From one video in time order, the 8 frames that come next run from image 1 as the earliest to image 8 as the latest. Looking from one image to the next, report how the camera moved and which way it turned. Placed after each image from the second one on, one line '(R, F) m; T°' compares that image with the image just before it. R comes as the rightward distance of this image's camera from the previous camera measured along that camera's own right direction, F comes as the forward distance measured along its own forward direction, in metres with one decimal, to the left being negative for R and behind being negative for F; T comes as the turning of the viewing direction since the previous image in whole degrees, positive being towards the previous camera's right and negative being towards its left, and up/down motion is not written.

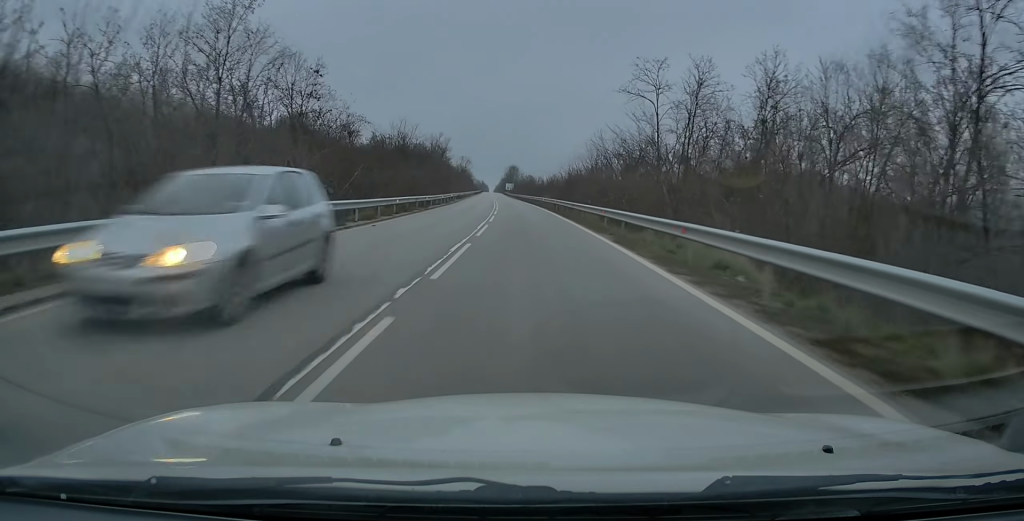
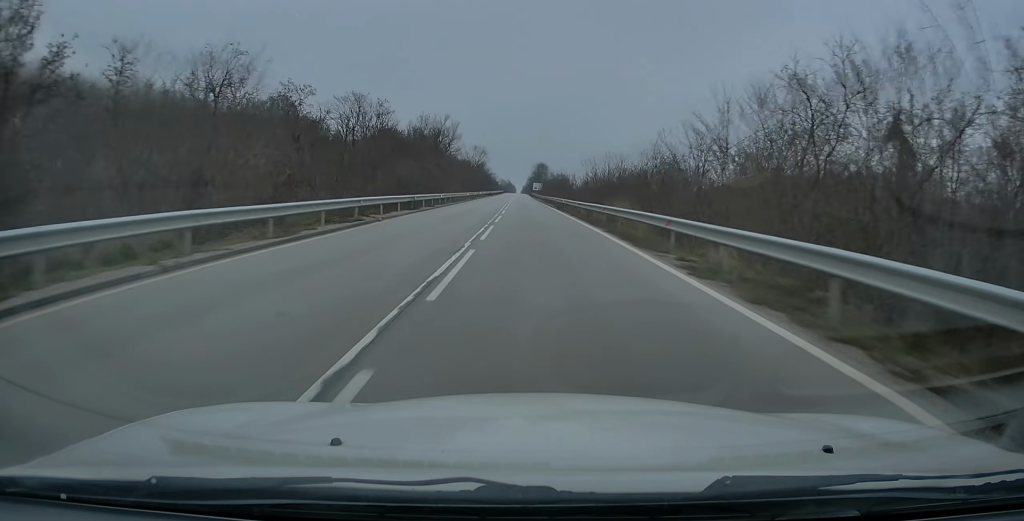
(-0.4, +45.5) m; -1°
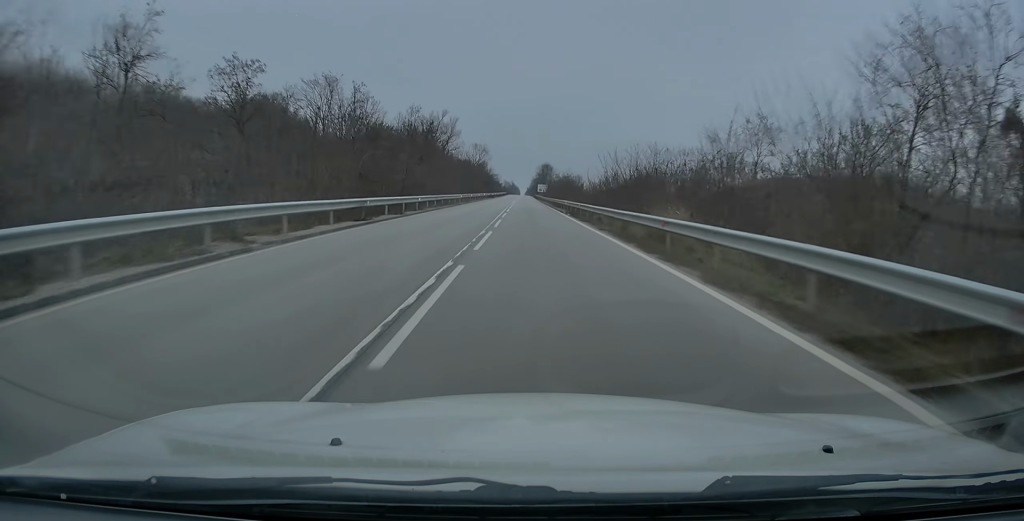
(-0.1, +11.4) m; -1°
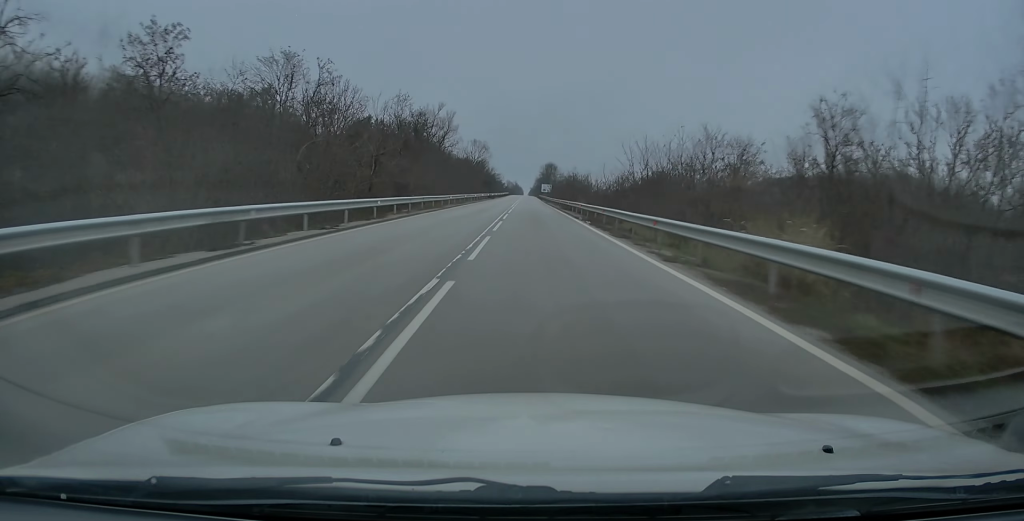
(-0.2, +10.6) m; 0°
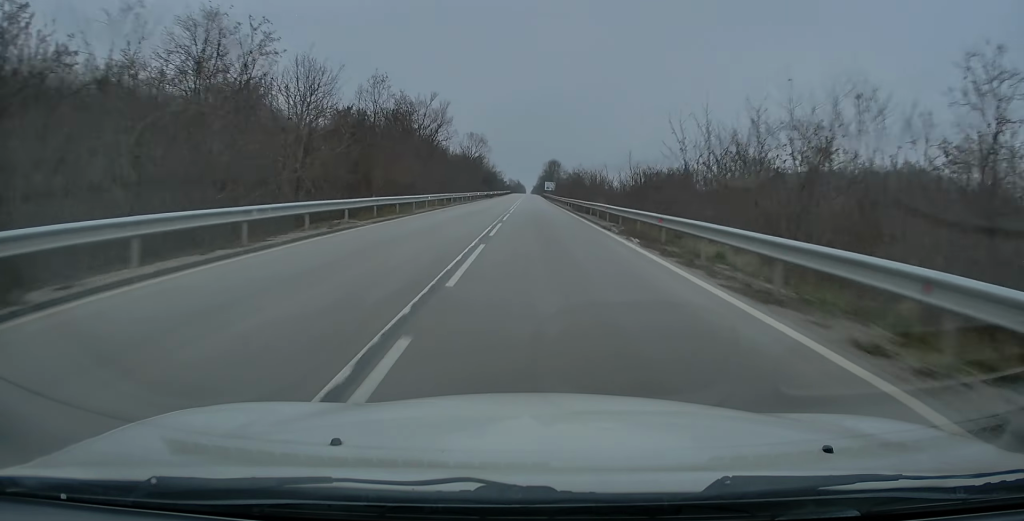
(0.0, +12.1) m; 0°
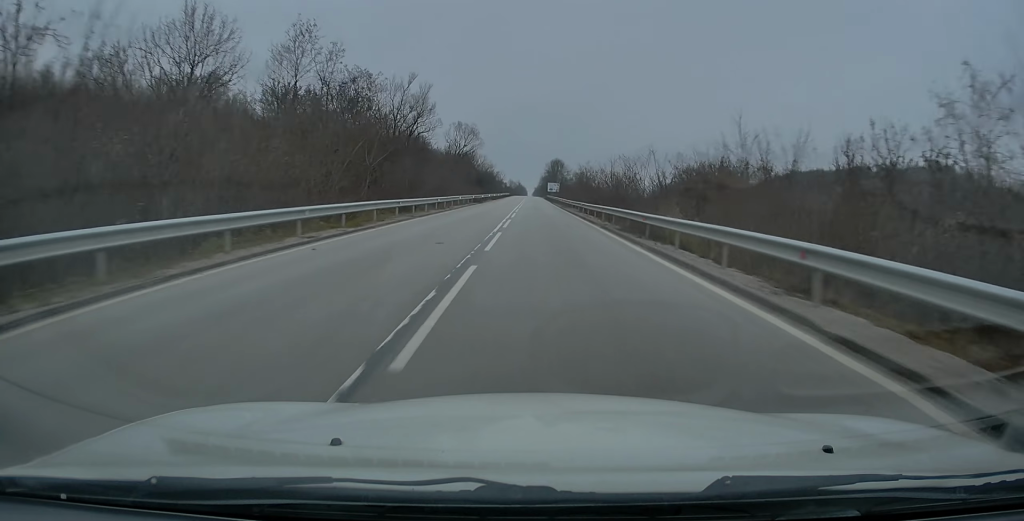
(0.0, +21.0) m; 0°
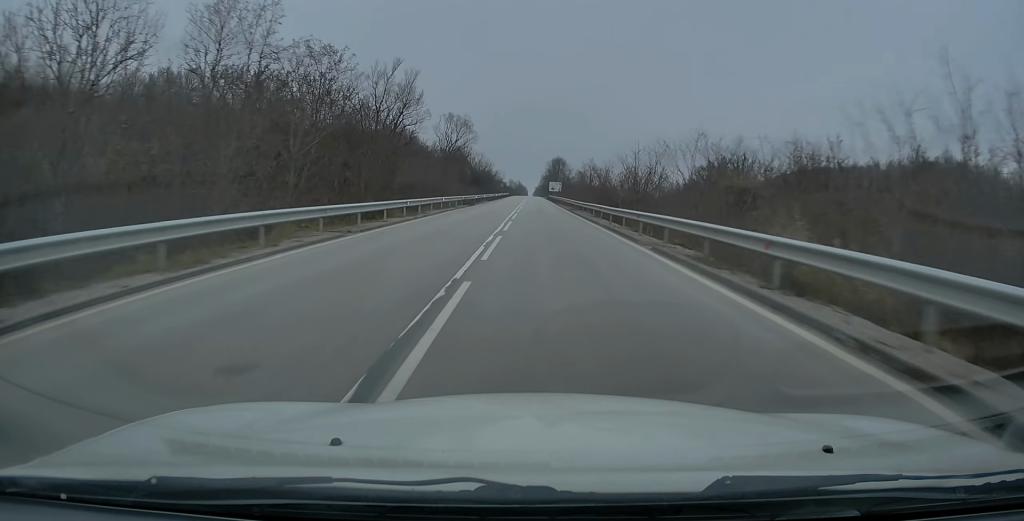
(0.0, +10.4) m; 0°
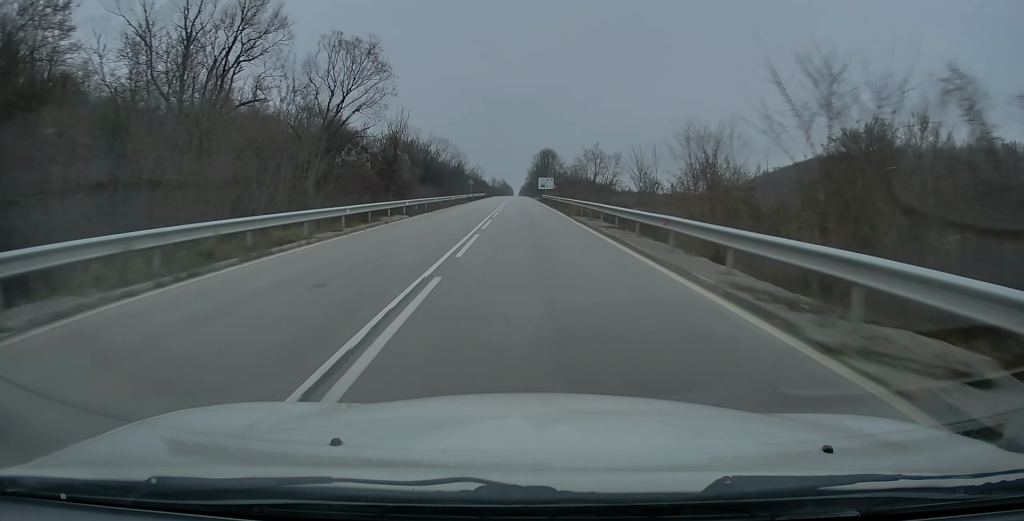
(+0.1, +43.3) m; 0°
